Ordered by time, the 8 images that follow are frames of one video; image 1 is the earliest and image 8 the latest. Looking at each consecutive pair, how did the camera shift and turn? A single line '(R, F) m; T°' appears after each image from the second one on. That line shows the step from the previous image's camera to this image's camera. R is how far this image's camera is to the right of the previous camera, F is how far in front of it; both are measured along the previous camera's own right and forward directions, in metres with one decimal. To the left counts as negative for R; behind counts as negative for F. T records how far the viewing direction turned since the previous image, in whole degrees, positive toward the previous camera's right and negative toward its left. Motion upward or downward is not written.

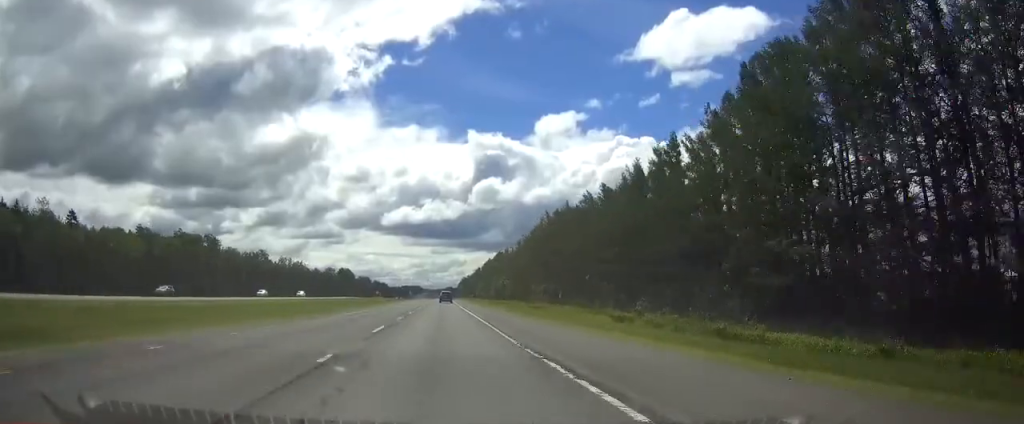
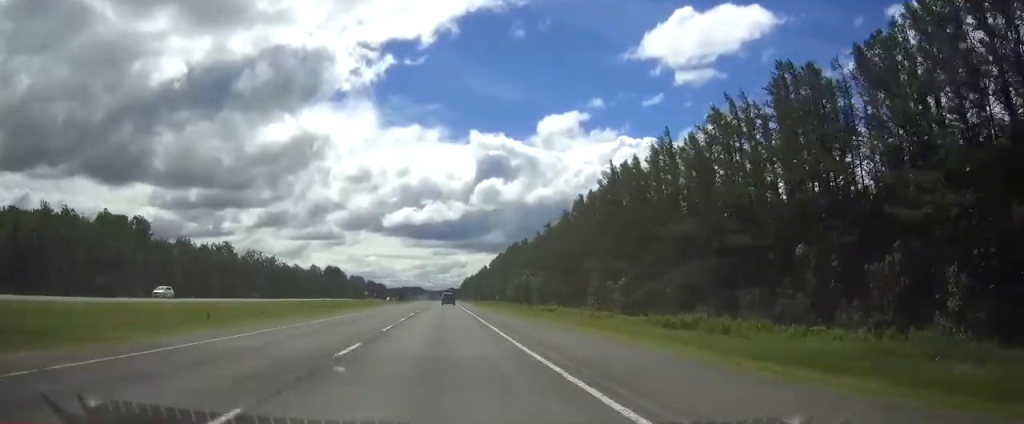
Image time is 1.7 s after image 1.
(0.0, +53.6) m; 0°
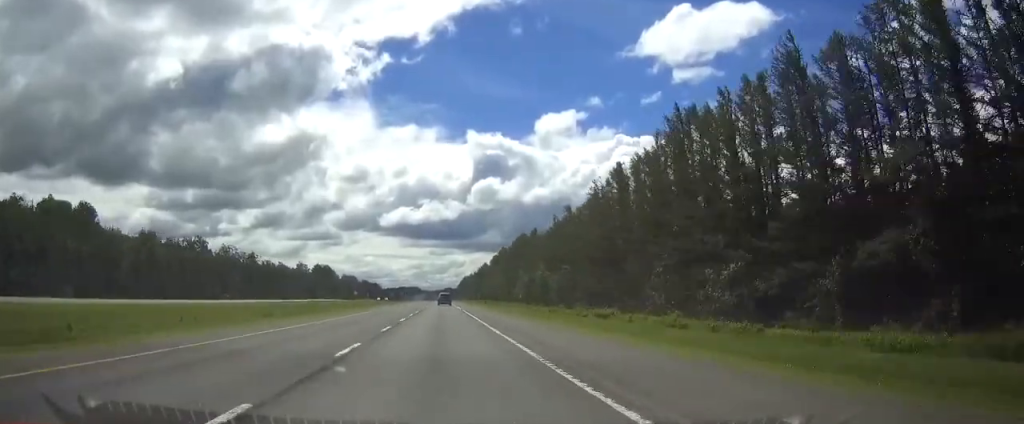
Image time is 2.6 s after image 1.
(-0.1, +26.8) m; 0°
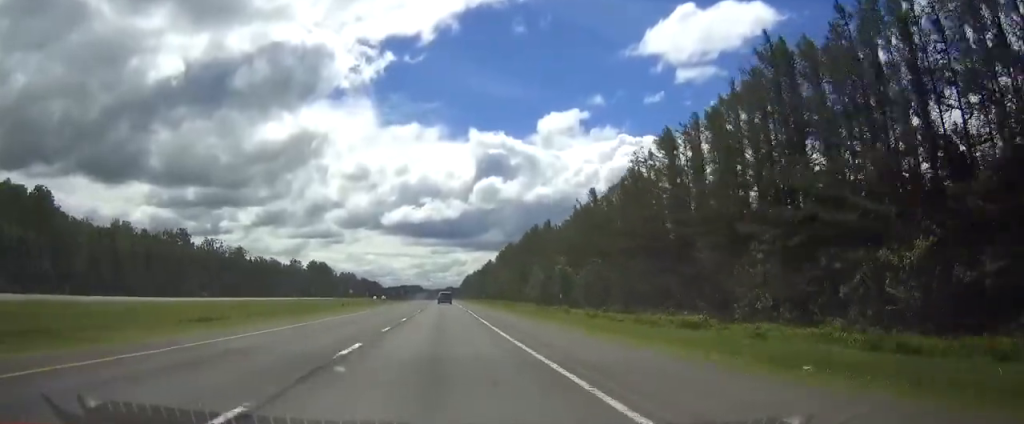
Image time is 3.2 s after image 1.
(0.0, +18.5) m; 0°
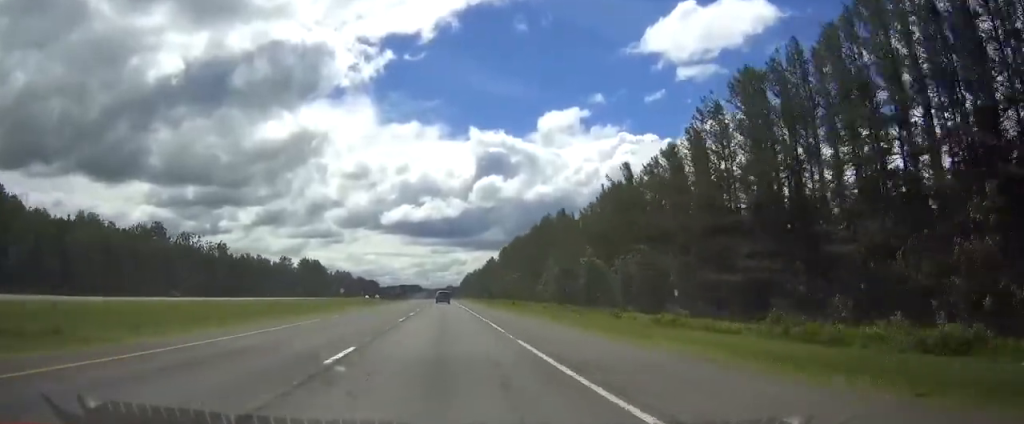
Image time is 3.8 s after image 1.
(0.0, +19.6) m; 0°
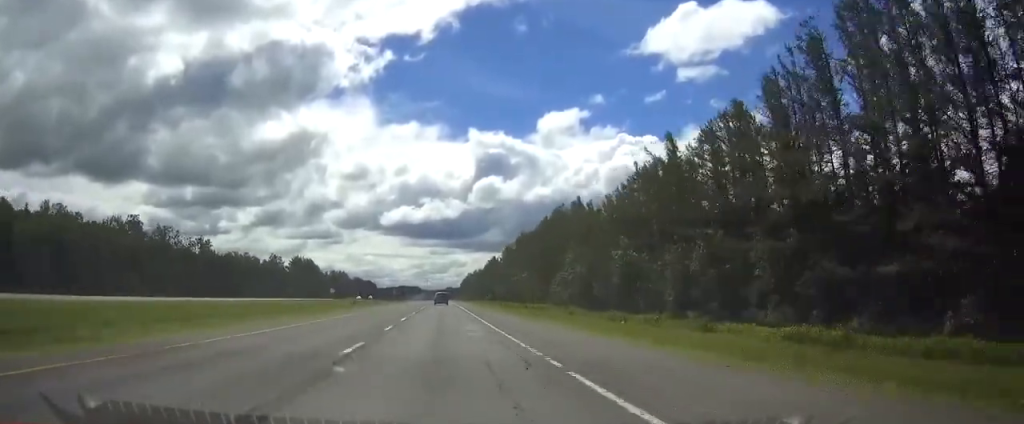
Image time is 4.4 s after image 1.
(0.0, +16.5) m; 0°
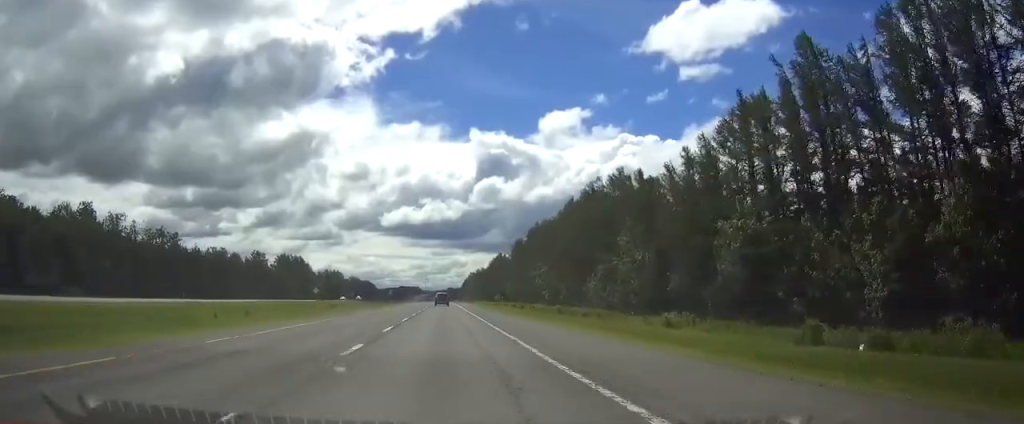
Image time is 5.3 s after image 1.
(-0.1, +27.8) m; 0°
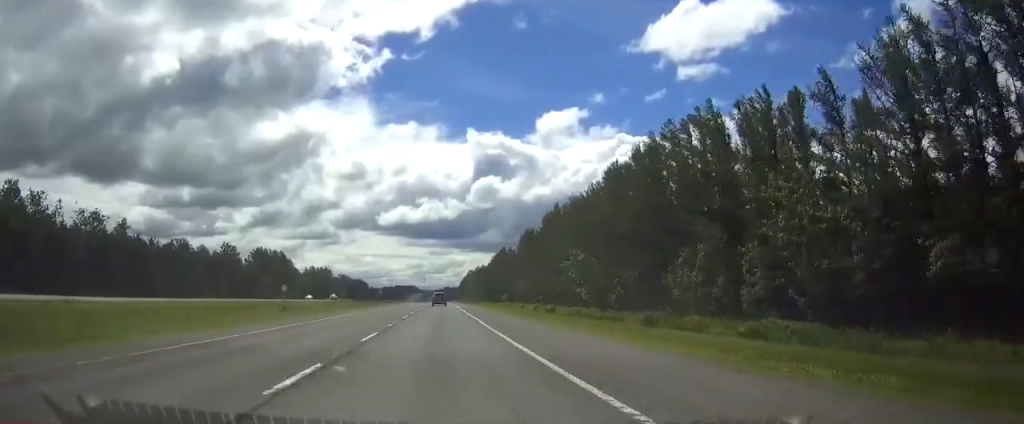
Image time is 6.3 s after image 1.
(0.0, +32.0) m; 0°
